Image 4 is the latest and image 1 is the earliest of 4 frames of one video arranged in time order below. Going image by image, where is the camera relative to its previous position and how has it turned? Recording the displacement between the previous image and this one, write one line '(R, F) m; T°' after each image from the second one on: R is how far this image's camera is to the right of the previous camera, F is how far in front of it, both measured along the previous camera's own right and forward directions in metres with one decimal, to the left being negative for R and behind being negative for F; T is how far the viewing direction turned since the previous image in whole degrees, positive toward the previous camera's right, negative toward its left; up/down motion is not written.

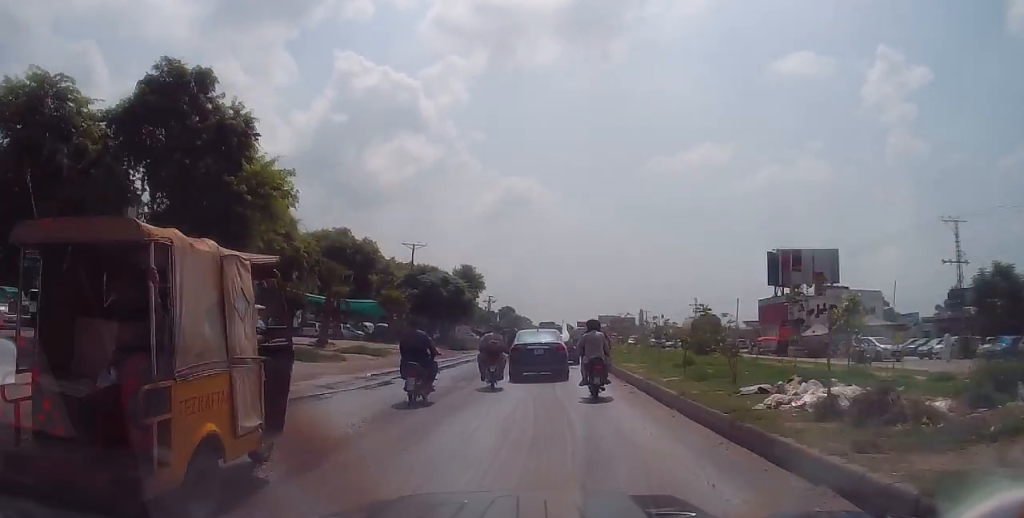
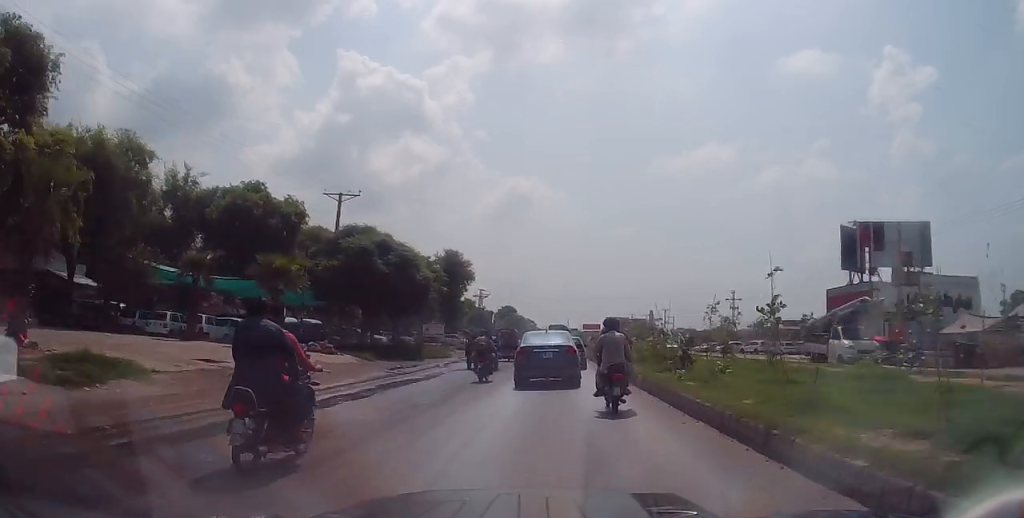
(+0.4, +22.1) m; 0°
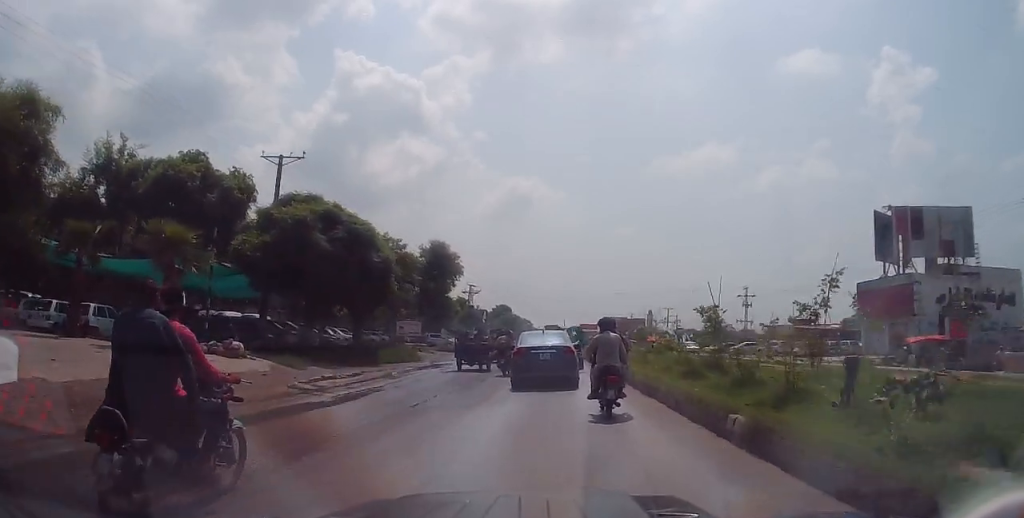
(-0.1, +8.2) m; +1°
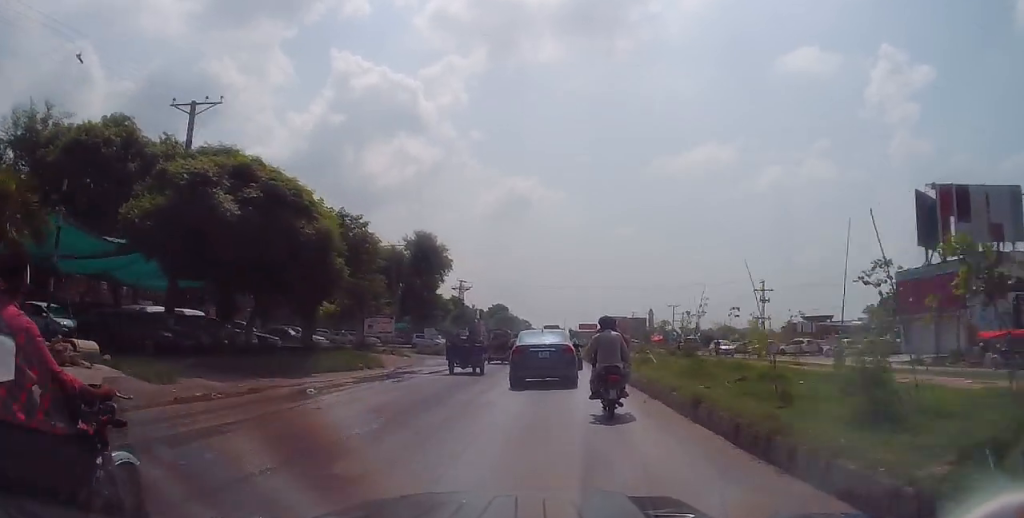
(+0.3, +7.9) m; 0°
